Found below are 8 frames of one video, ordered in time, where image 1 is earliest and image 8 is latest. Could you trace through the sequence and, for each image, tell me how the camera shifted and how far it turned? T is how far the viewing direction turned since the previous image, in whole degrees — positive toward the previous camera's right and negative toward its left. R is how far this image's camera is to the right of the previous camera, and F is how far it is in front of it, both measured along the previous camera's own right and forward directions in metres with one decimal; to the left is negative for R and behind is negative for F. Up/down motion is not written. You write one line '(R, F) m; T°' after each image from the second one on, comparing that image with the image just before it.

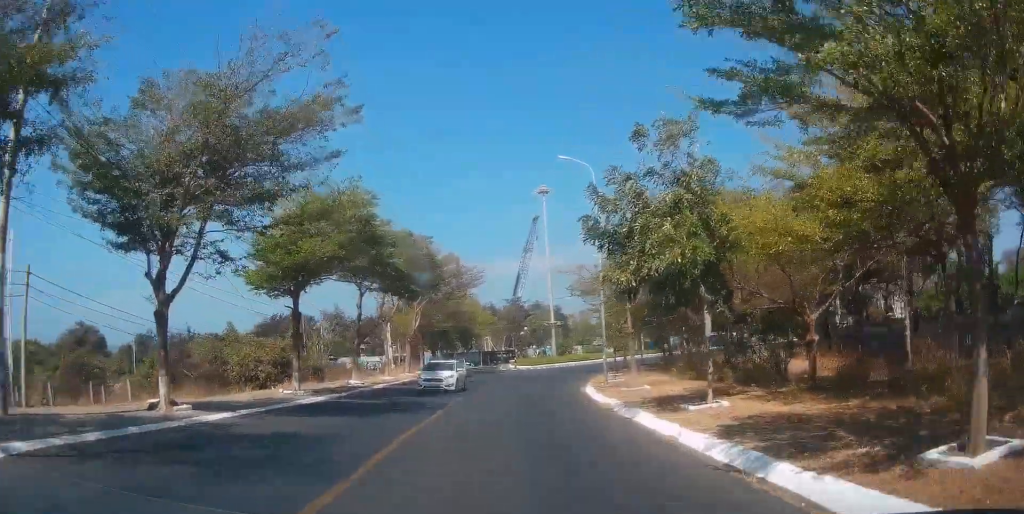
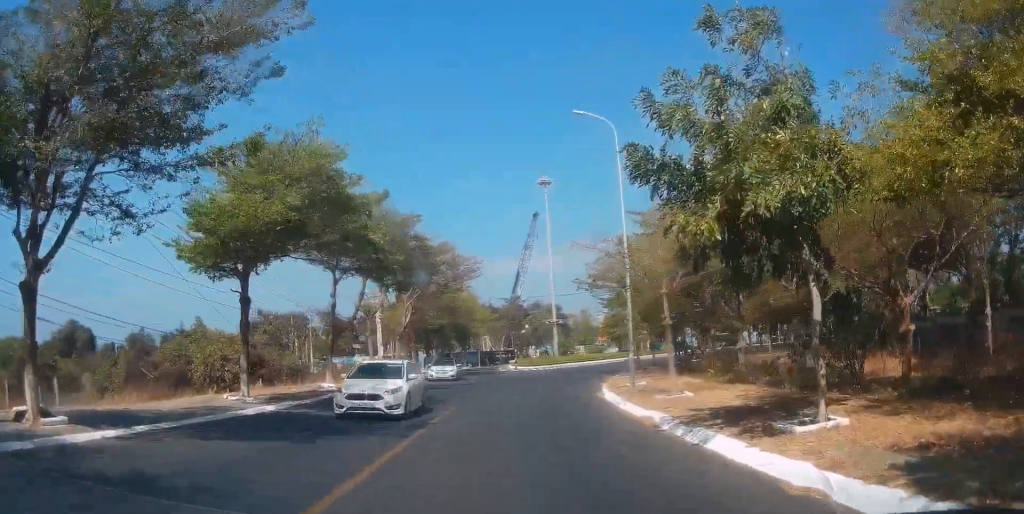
(-0.7, +5.6) m; 0°
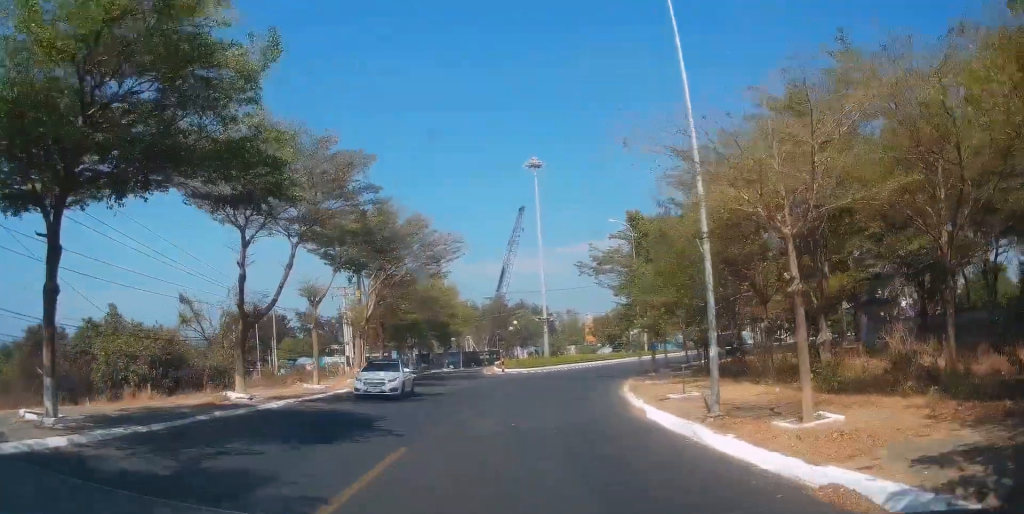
(+0.8, +9.5) m; +7°
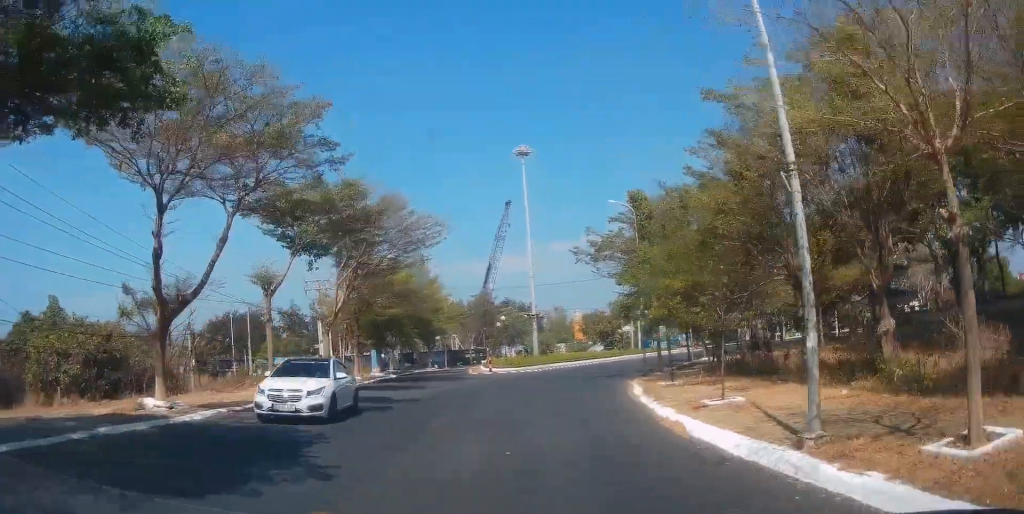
(0.0, +4.5) m; +5°
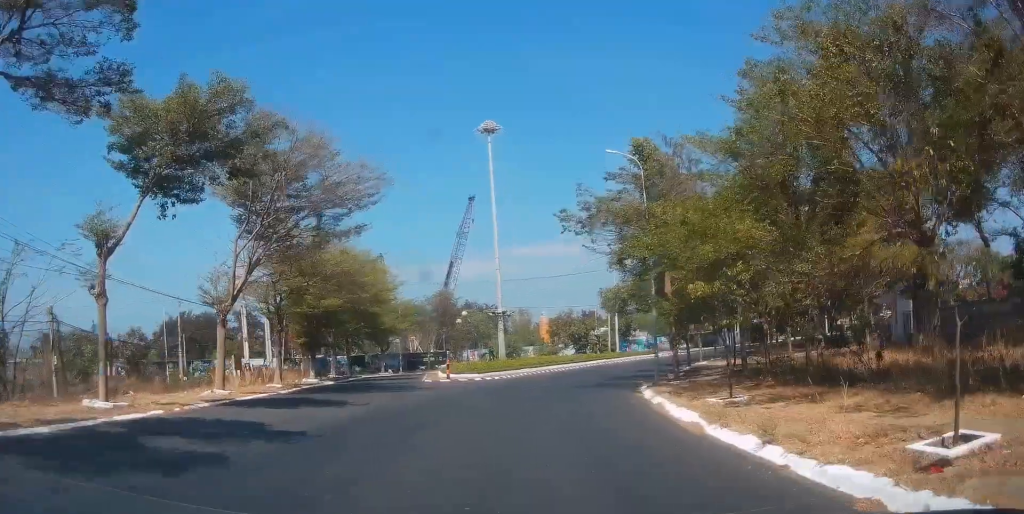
(+1.0, +9.3) m; +7°
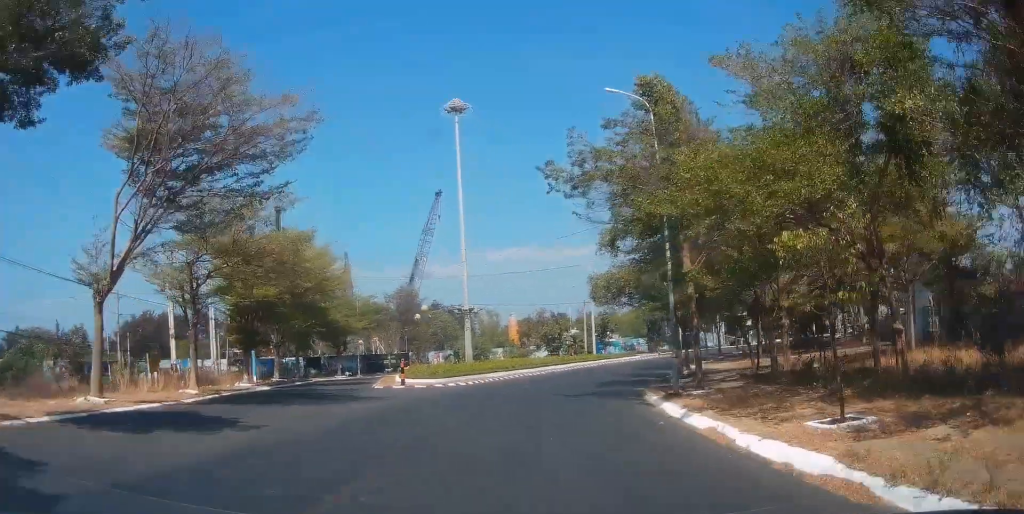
(-0.1, +6.9) m; 0°
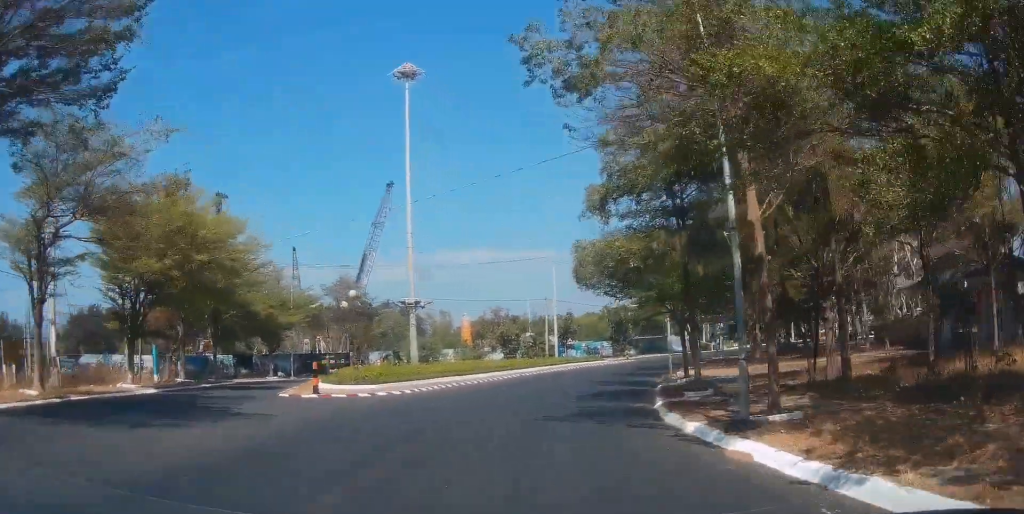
(0.0, +9.2) m; +1°
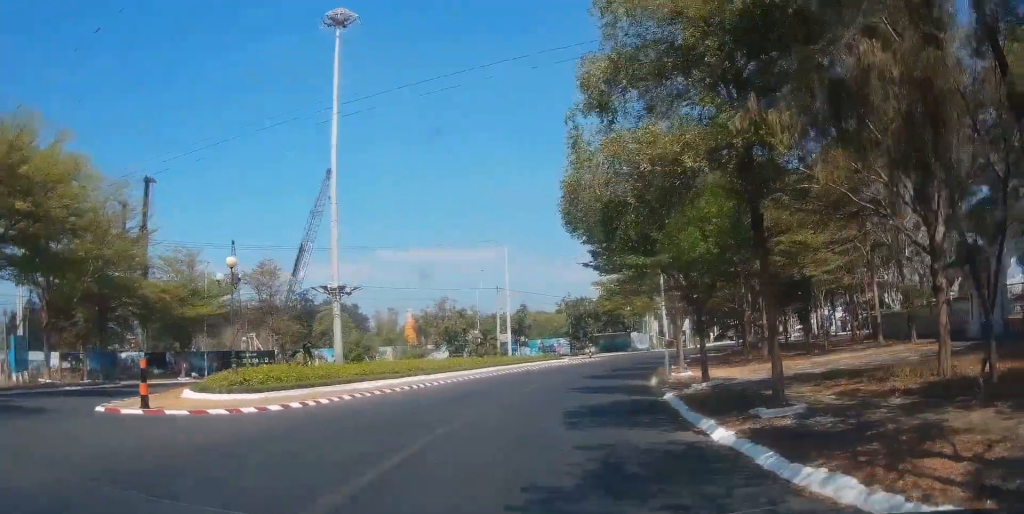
(+0.3, +10.4) m; +4°
